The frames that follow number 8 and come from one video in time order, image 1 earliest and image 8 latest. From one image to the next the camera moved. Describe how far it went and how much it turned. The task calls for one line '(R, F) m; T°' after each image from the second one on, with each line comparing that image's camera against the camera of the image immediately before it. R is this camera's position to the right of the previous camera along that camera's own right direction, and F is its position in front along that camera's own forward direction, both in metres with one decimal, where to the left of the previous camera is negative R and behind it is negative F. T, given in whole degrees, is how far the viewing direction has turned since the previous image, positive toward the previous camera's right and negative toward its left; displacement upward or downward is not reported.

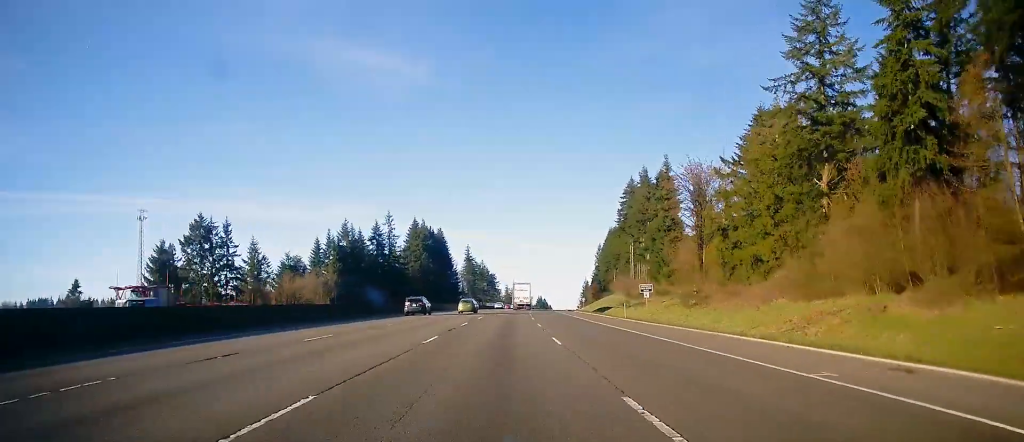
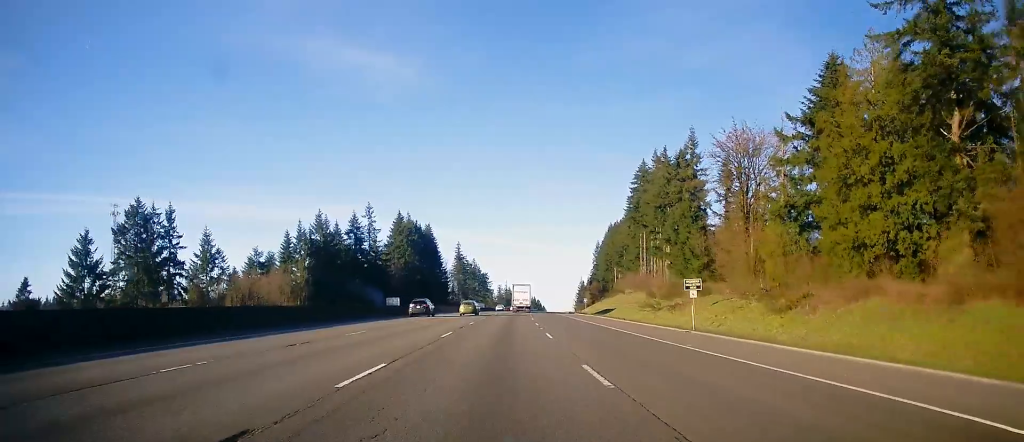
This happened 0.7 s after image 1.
(+0.3, +21.2) m; +1°
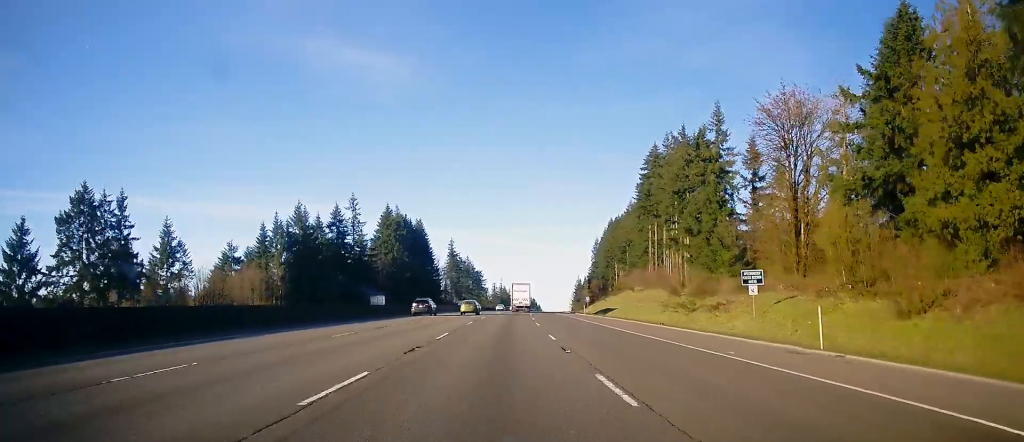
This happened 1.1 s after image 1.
(0.0, +13.6) m; 0°
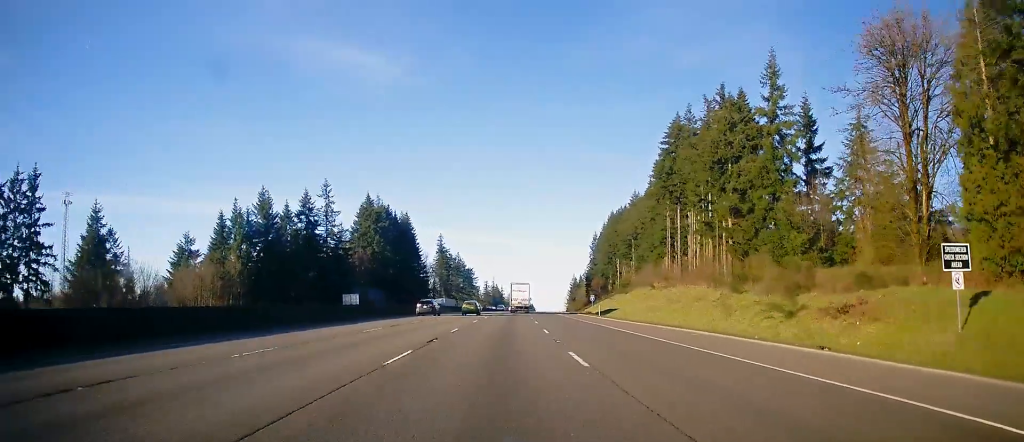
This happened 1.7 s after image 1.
(0.0, +19.9) m; 0°
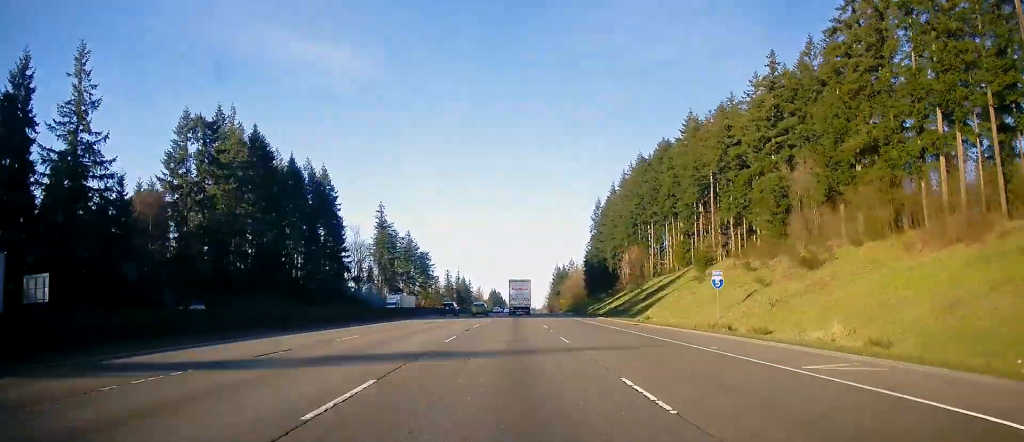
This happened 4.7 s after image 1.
(+2.2, +89.7) m; +4°
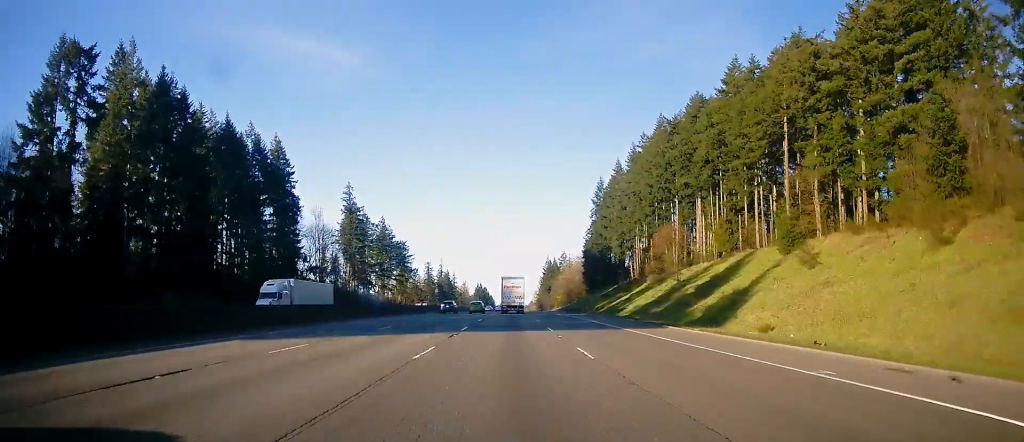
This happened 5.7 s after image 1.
(+0.7, +29.9) m; +1°
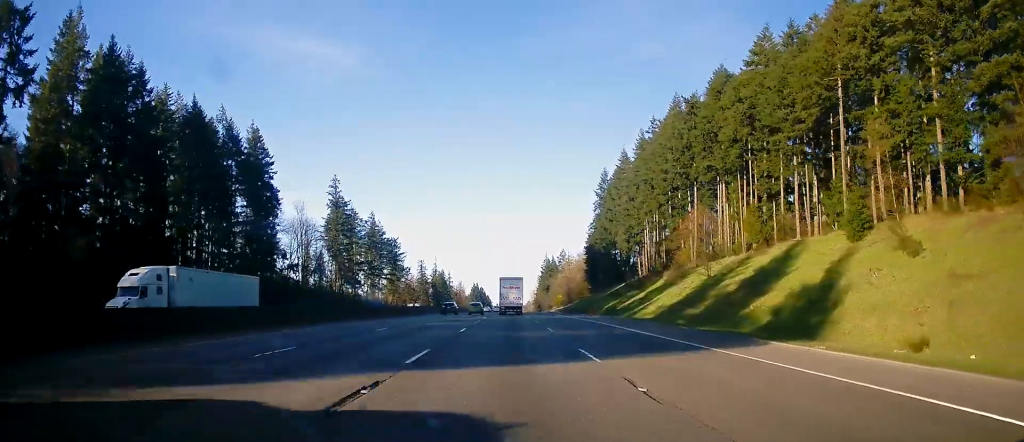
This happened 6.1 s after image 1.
(0.0, +12.9) m; 0°
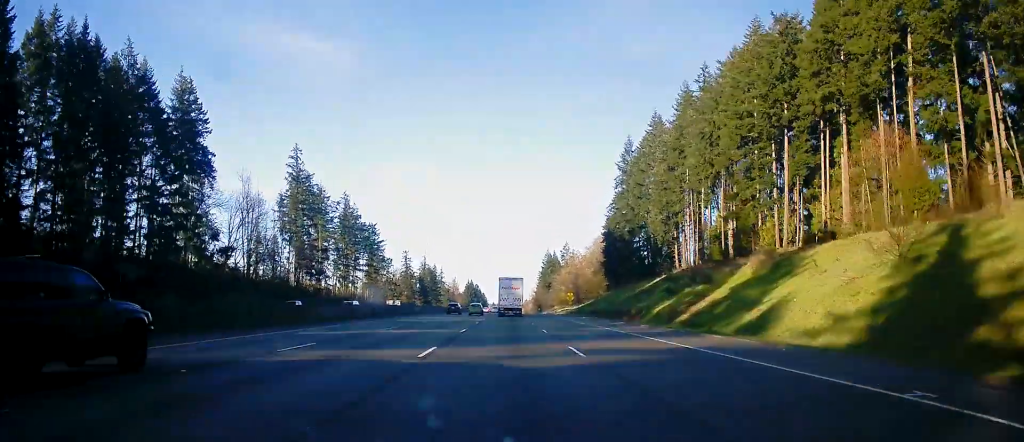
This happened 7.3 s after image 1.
(+0.1, +34.5) m; +1°
